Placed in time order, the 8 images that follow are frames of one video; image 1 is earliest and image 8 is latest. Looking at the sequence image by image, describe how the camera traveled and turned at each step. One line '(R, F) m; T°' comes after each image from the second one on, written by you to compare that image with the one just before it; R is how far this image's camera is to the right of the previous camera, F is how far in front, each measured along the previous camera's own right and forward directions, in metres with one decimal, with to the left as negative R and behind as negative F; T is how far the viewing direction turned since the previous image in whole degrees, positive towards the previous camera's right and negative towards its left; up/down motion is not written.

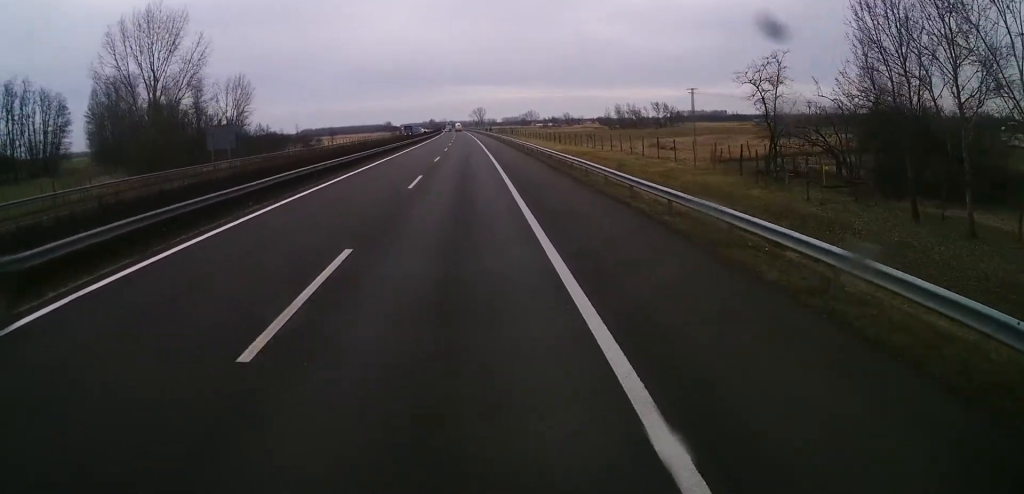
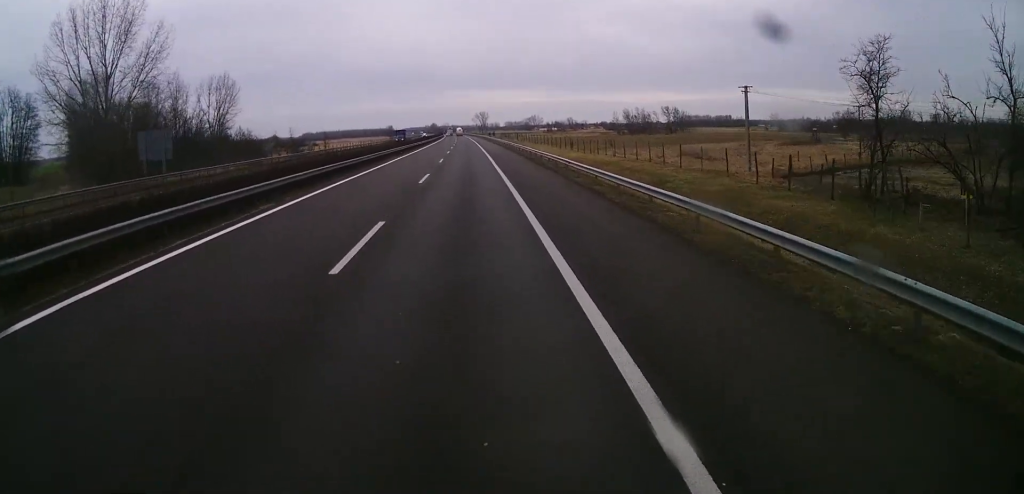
(0.0, +13.9) m; 0°
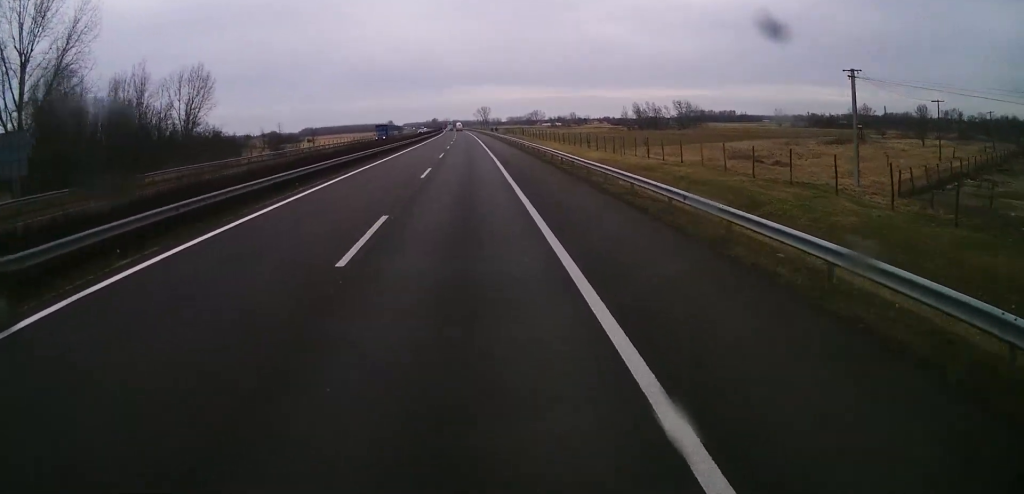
(0.0, +17.8) m; 0°
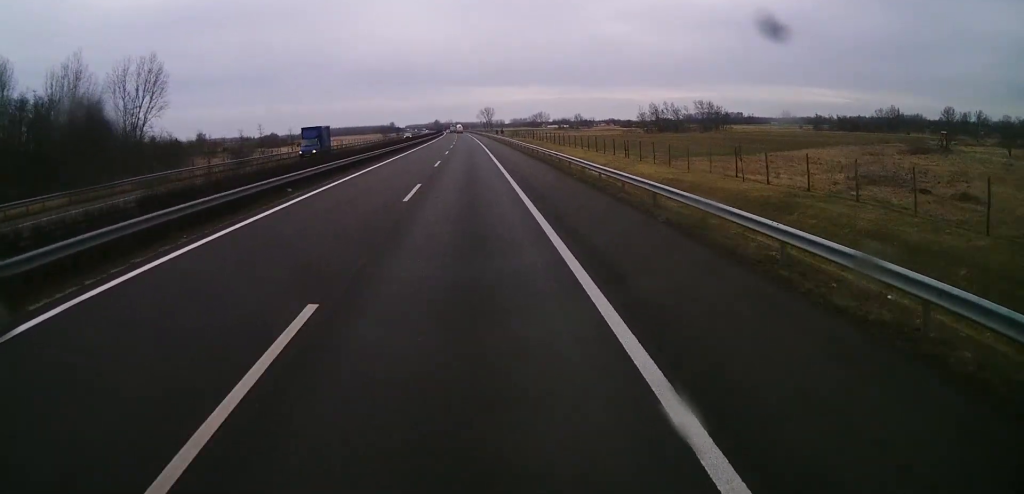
(0.0, +26.1) m; -1°
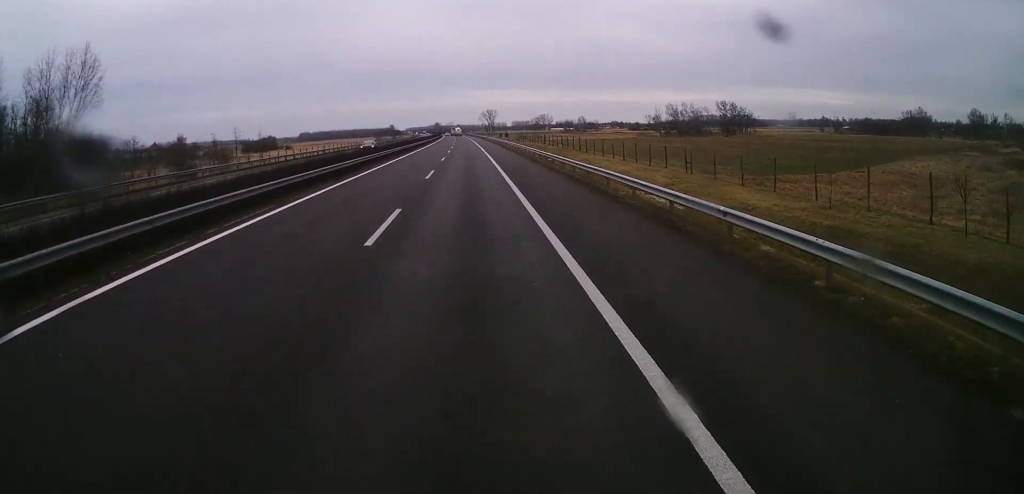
(-0.6, +25.3) m; -1°
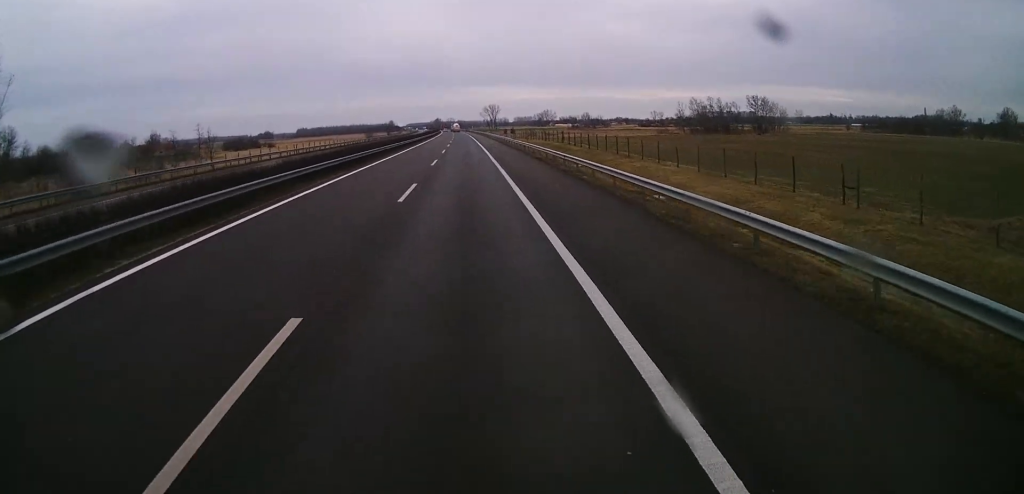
(+0.4, +29.1) m; +1°
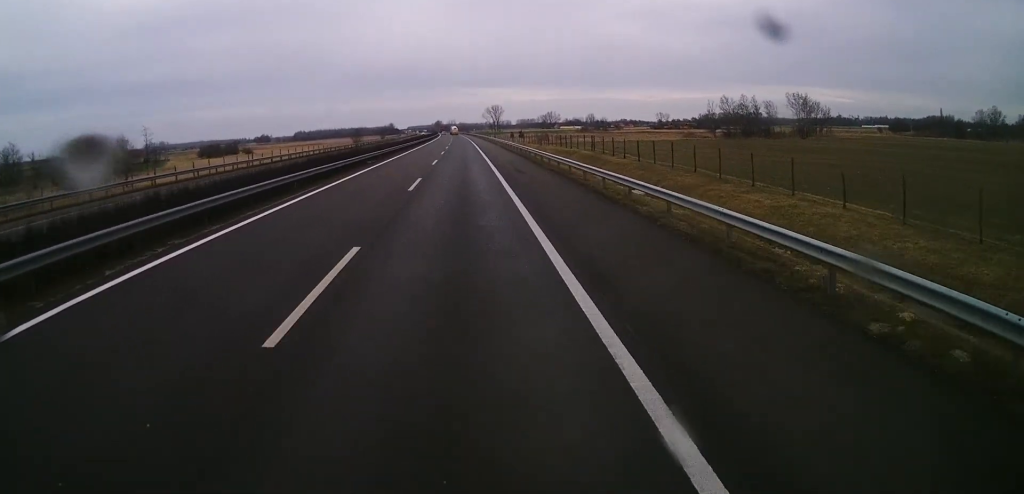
(-0.1, +30.7) m; 0°
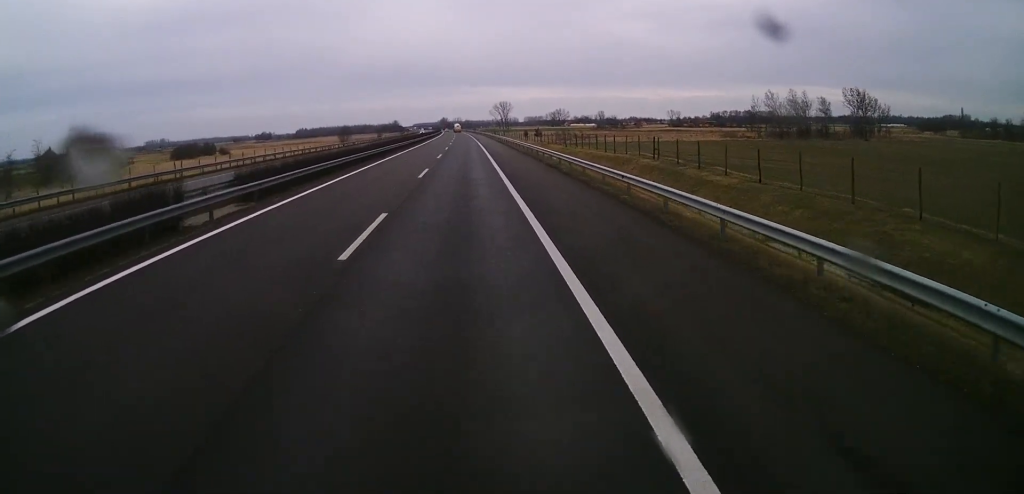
(+0.2, +31.6) m; 0°
